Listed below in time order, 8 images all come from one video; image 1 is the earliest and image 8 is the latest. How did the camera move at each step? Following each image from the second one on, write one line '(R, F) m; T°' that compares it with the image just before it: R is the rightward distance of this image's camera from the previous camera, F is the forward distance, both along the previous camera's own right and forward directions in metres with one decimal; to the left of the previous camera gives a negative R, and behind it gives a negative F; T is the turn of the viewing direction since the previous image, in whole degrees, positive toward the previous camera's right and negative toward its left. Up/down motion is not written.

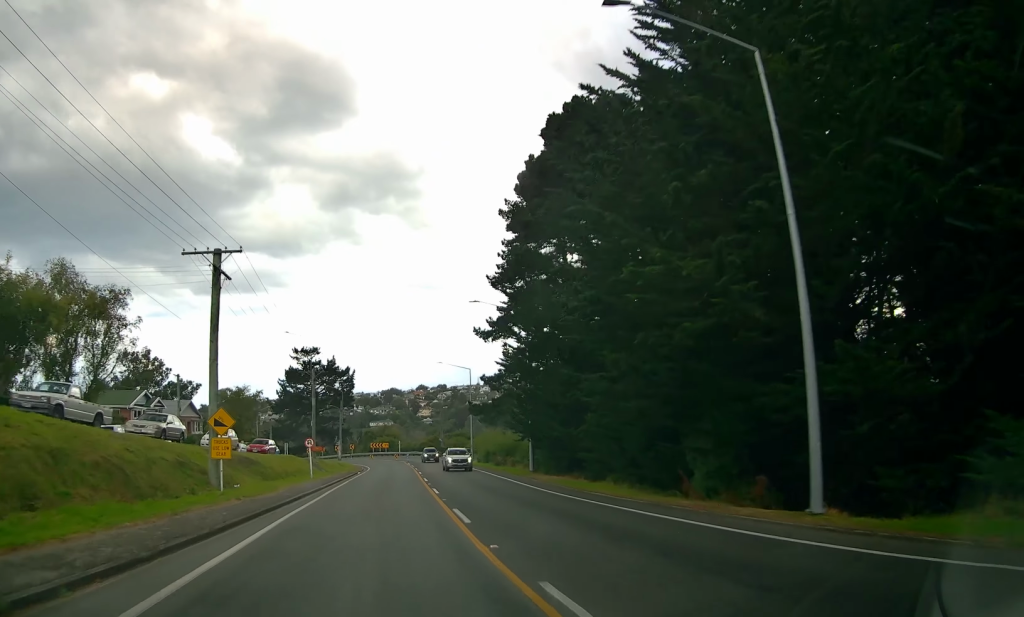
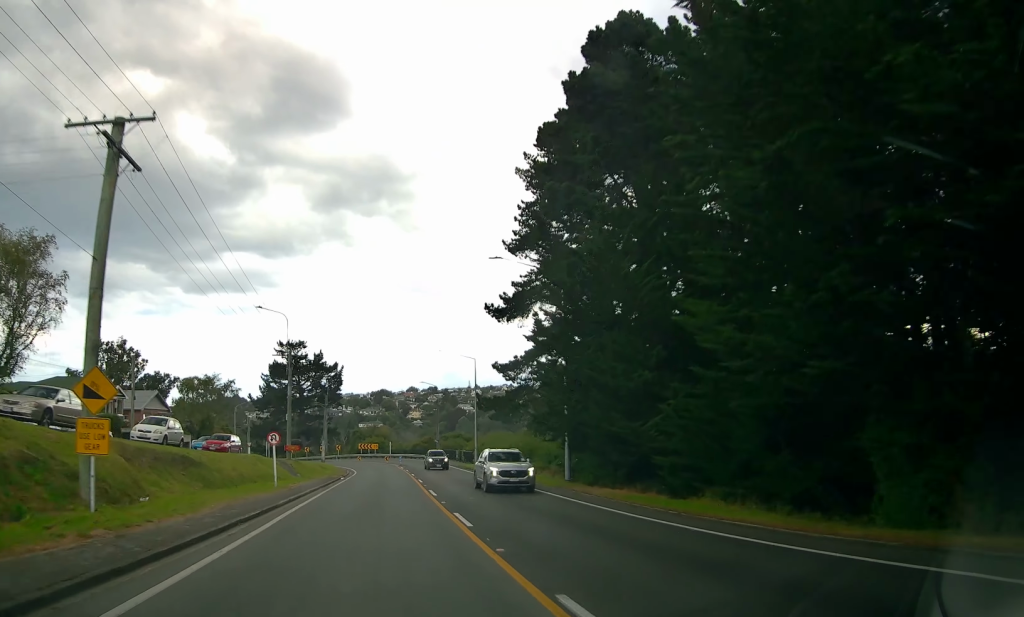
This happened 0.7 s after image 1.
(+0.4, +10.3) m; 0°
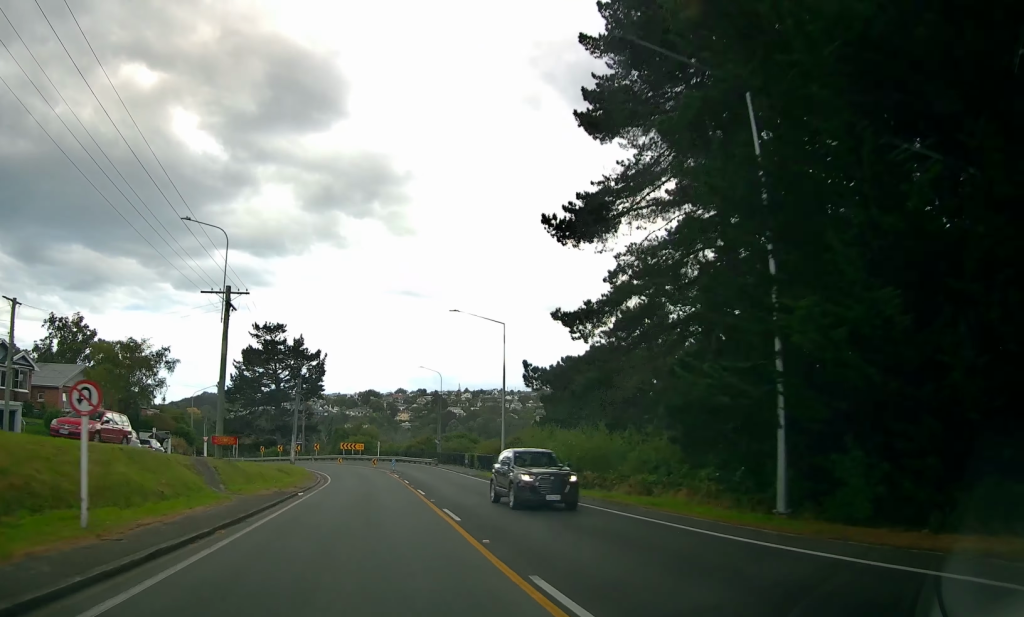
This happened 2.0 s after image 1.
(-0.5, +18.5) m; 0°
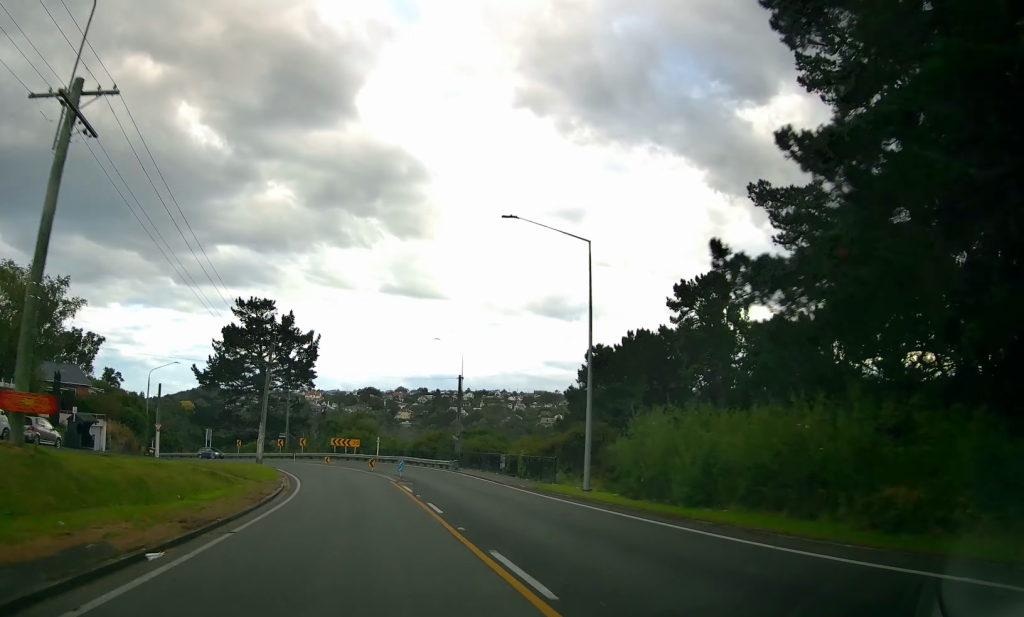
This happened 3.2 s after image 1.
(-0.1, +17.1) m; -2°
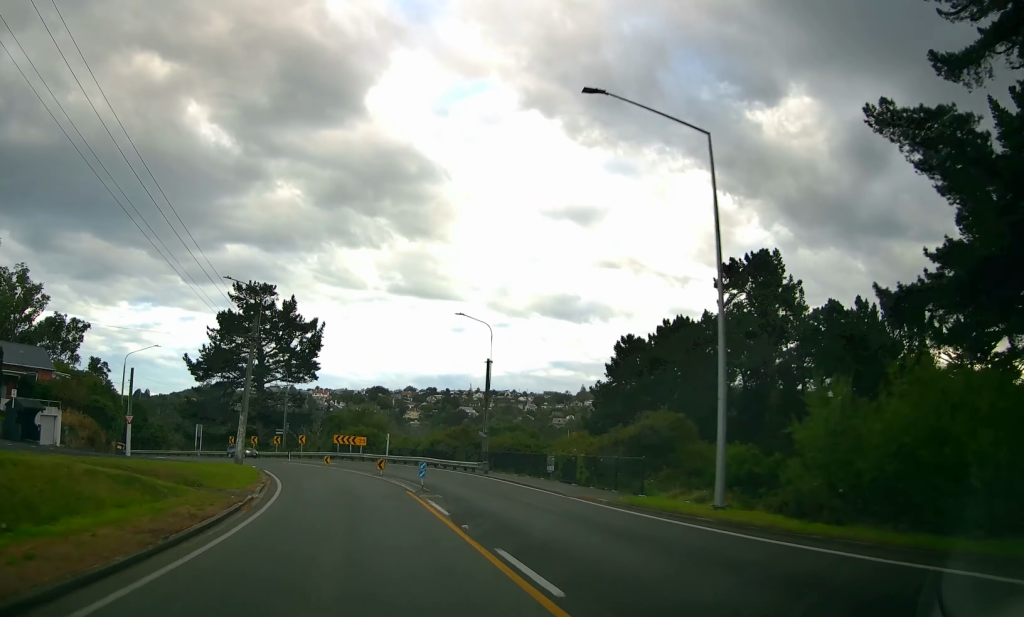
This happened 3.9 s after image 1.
(-0.2, +9.6) m; -1°
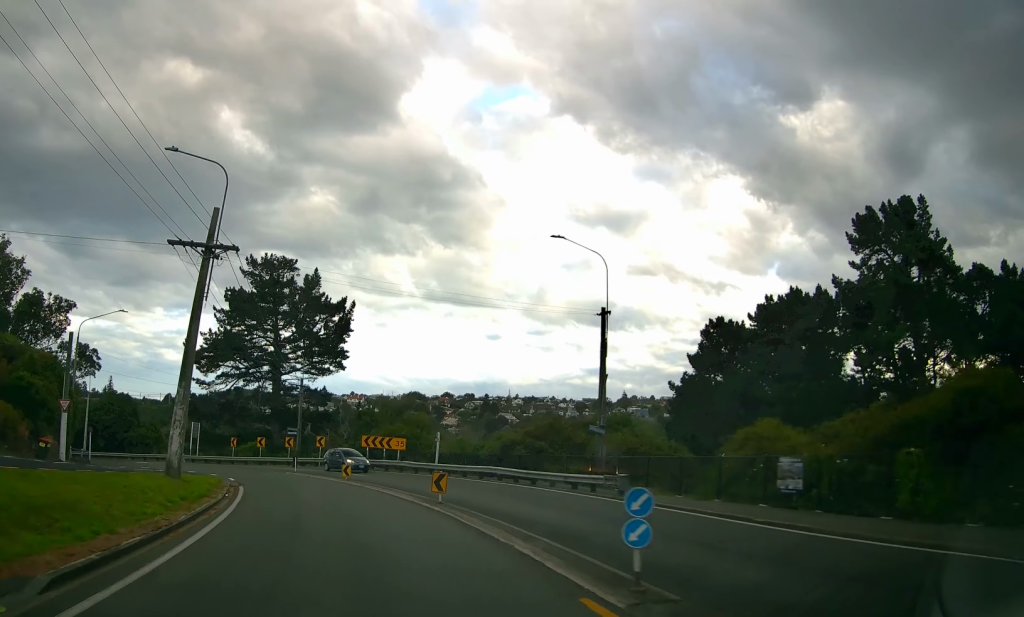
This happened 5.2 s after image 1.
(+0.1, +17.4) m; -3°
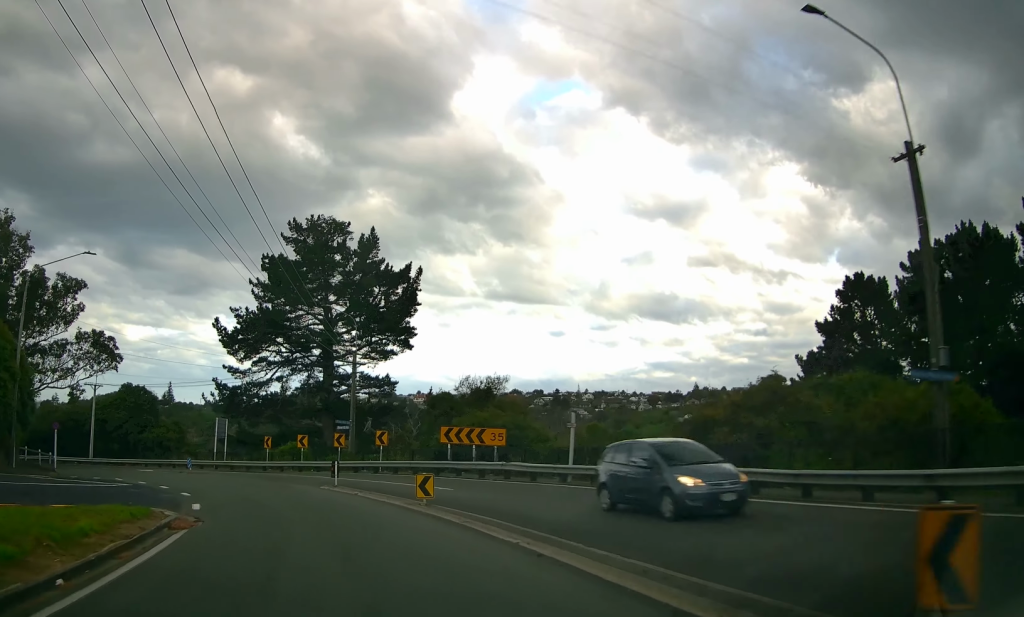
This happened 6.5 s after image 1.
(-1.2, +15.3) m; -6°
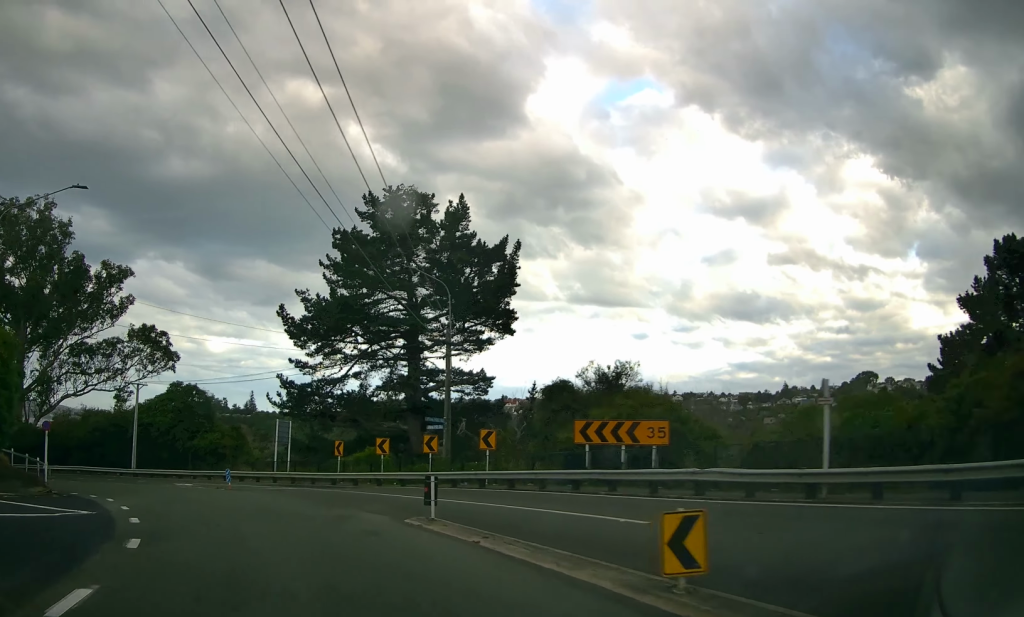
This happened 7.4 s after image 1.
(+0.1, +10.1) m; -11°
